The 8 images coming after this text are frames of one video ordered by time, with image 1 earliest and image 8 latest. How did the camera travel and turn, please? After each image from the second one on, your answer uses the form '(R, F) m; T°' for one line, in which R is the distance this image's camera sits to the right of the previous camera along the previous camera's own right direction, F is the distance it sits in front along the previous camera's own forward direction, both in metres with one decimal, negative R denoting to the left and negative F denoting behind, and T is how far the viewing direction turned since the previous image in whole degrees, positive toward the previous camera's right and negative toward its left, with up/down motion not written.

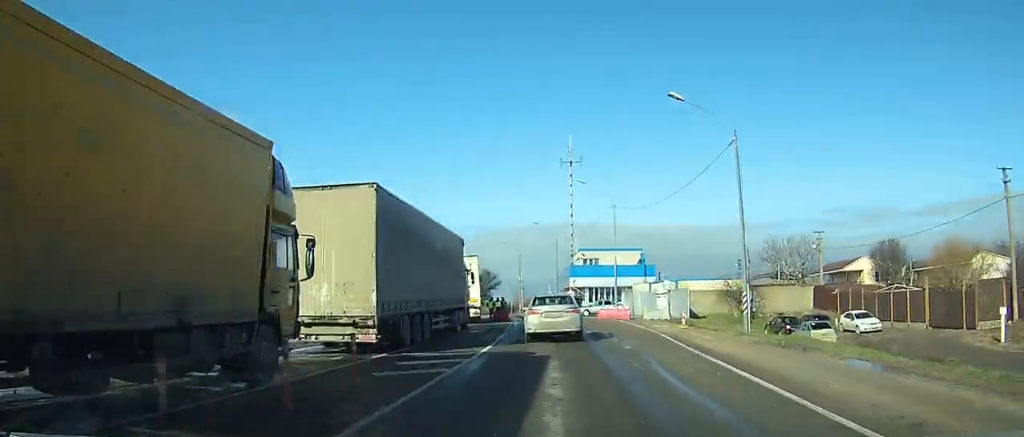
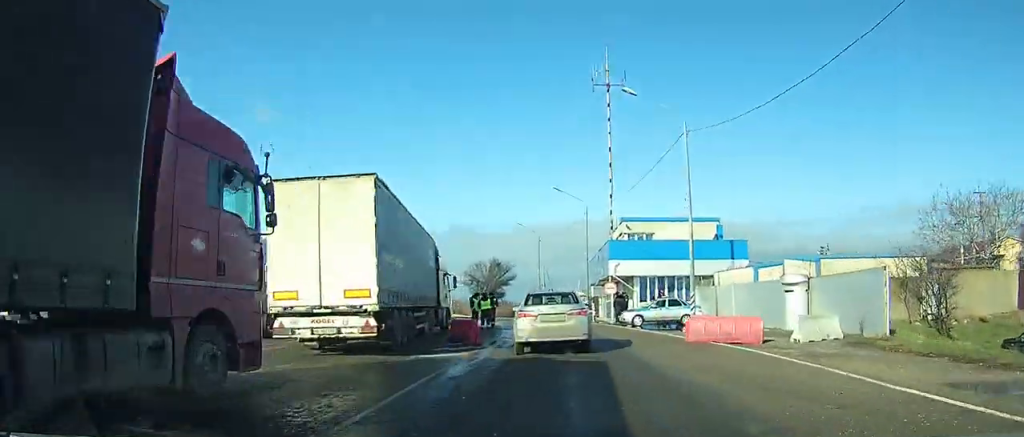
(-0.6, +17.7) m; -3°
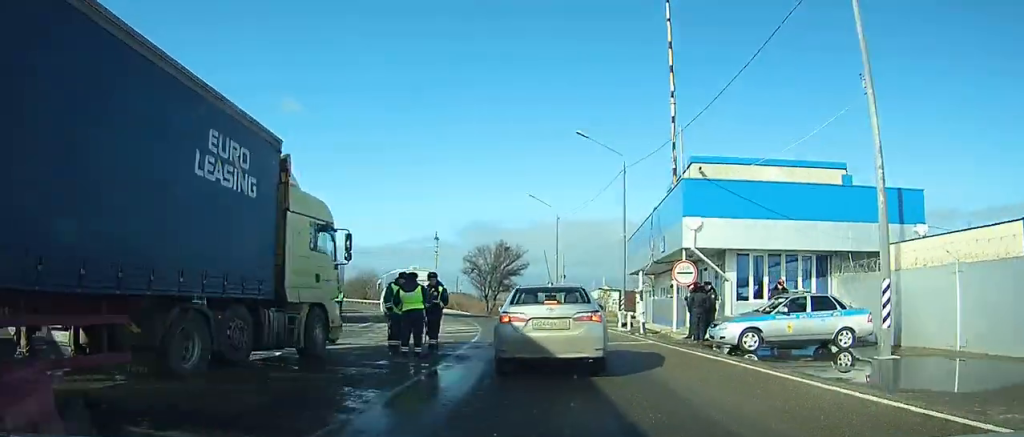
(-0.2, +12.8) m; -6°
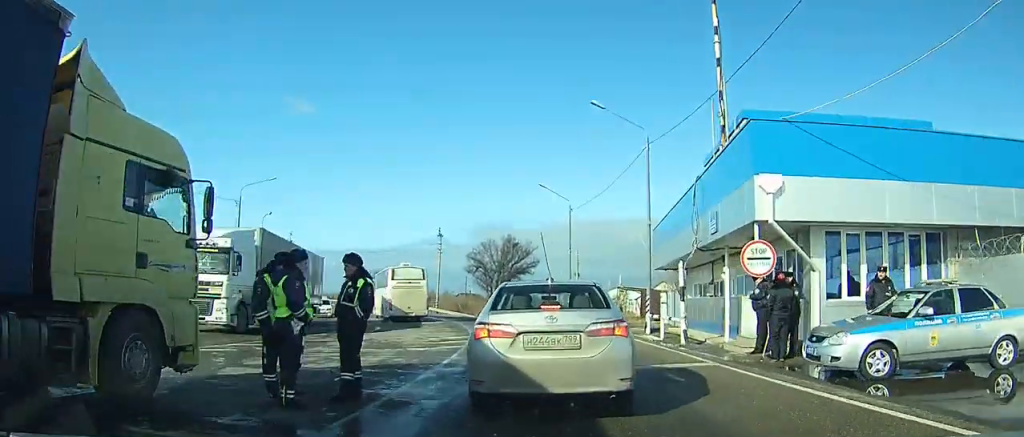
(-0.4, +6.7) m; -7°
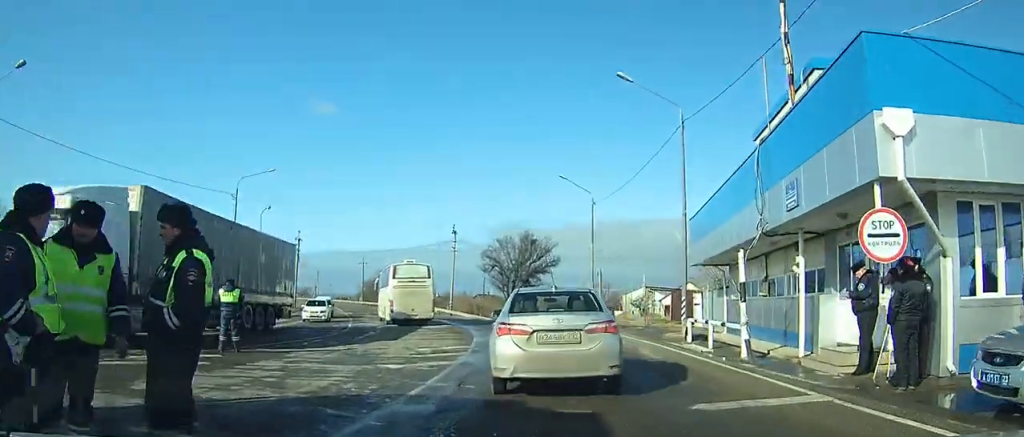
(-1.1, +9.4) m; -7°
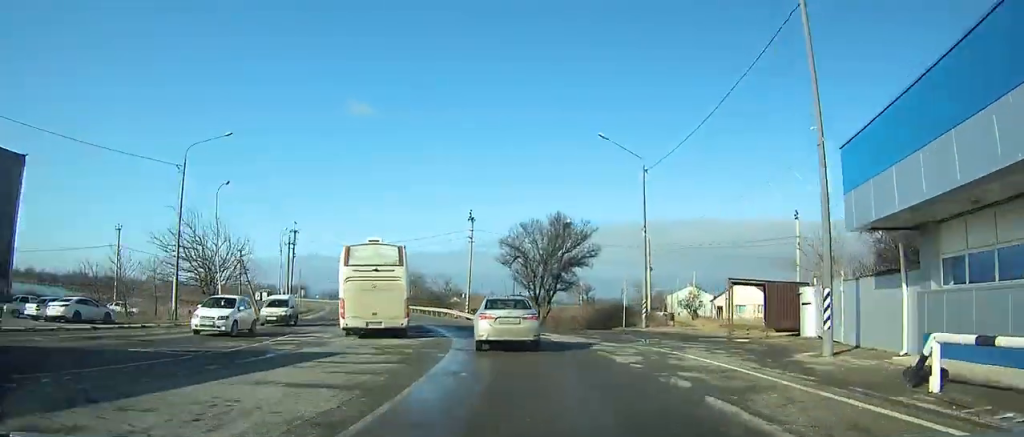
(-0.1, +15.4) m; -1°
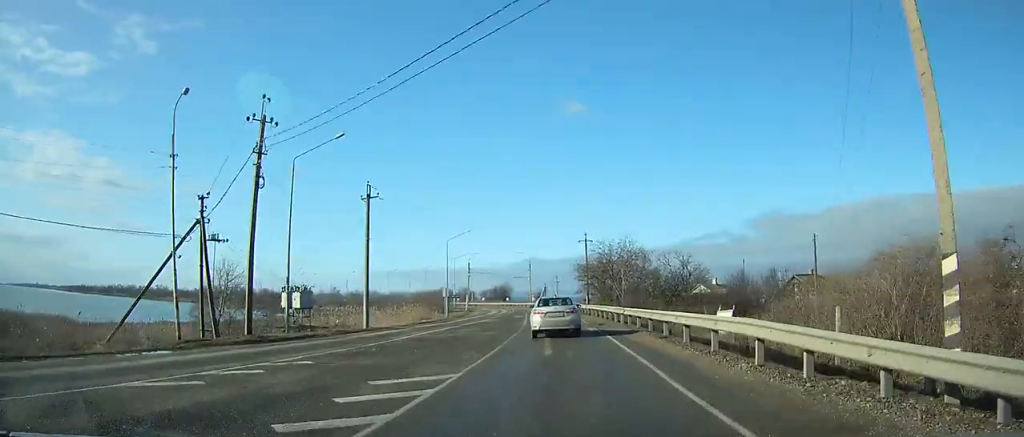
(-3.6, +47.6) m; -10°
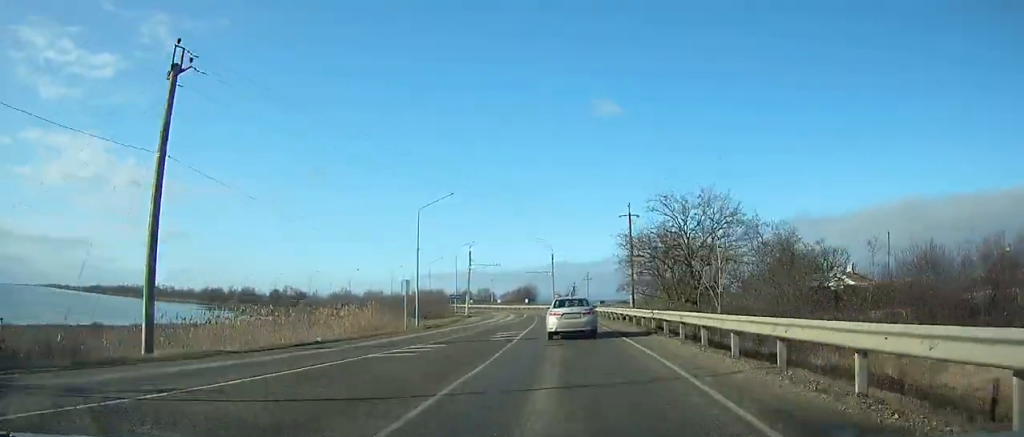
(-0.9, +26.3) m; -3°
